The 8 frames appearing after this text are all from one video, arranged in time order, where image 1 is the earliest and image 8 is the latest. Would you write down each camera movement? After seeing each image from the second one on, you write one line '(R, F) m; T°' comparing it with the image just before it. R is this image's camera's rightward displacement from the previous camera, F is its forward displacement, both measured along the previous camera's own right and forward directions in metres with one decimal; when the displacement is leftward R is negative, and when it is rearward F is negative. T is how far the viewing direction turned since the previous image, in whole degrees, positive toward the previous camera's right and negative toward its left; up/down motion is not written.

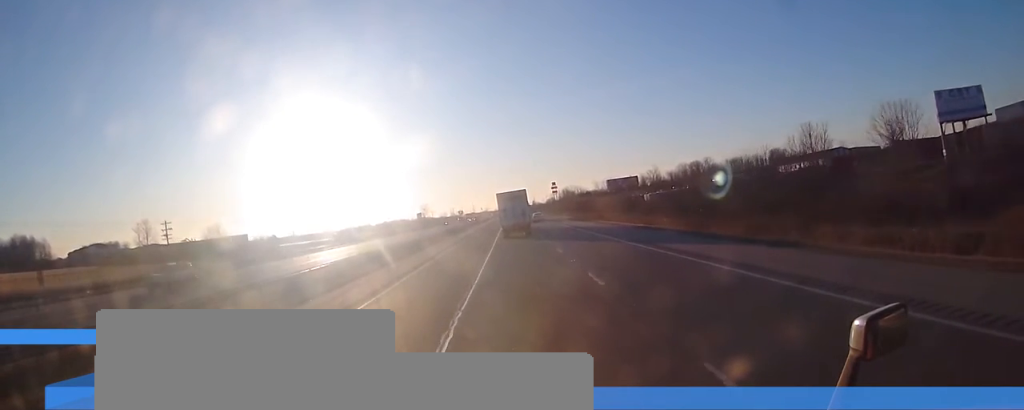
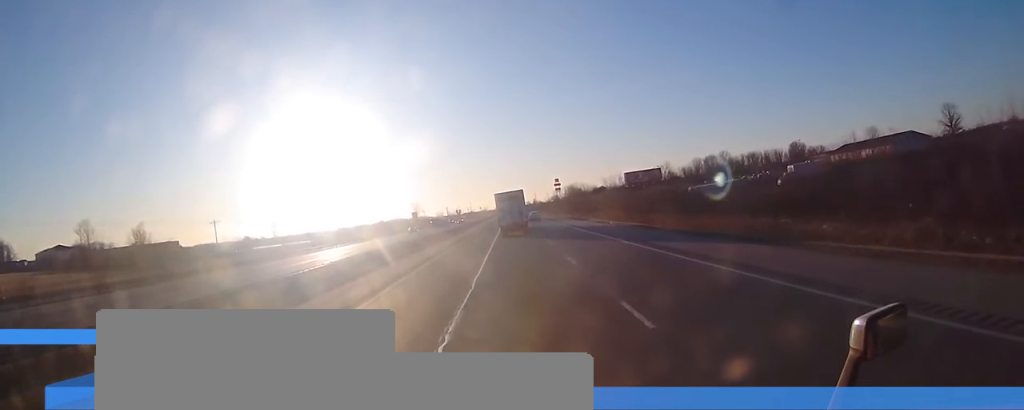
(+0.7, +41.3) m; 0°
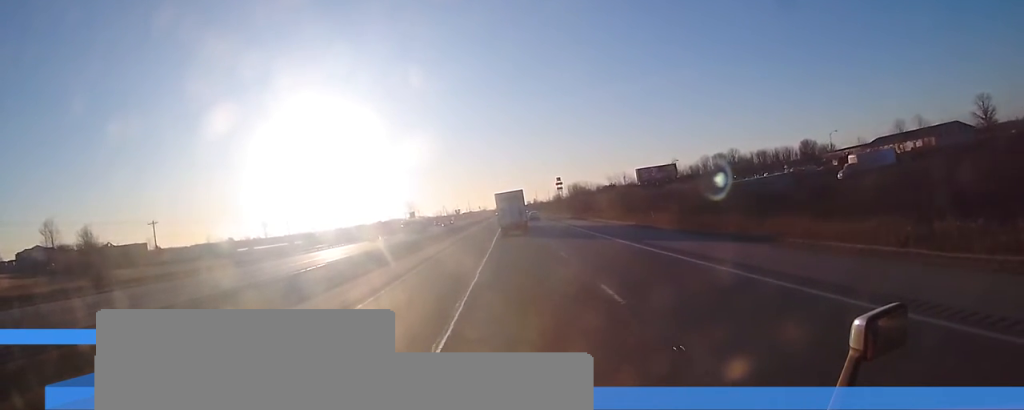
(-0.2, +21.3) m; -1°
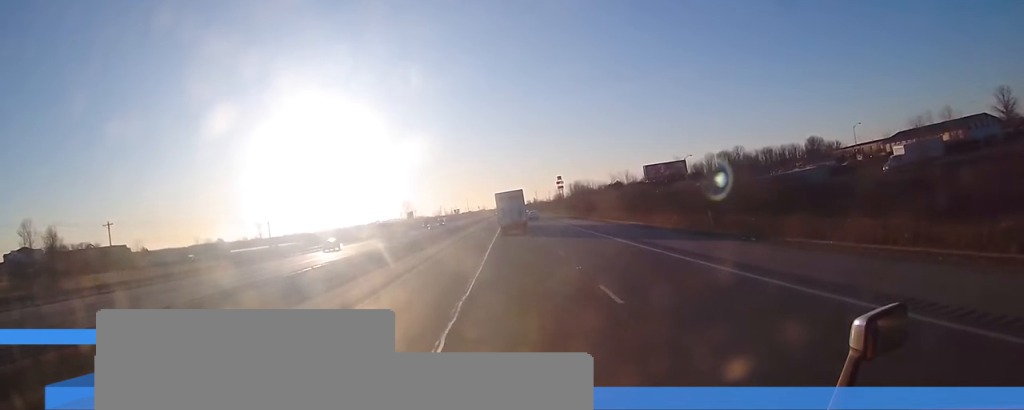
(-0.1, +12.1) m; 0°
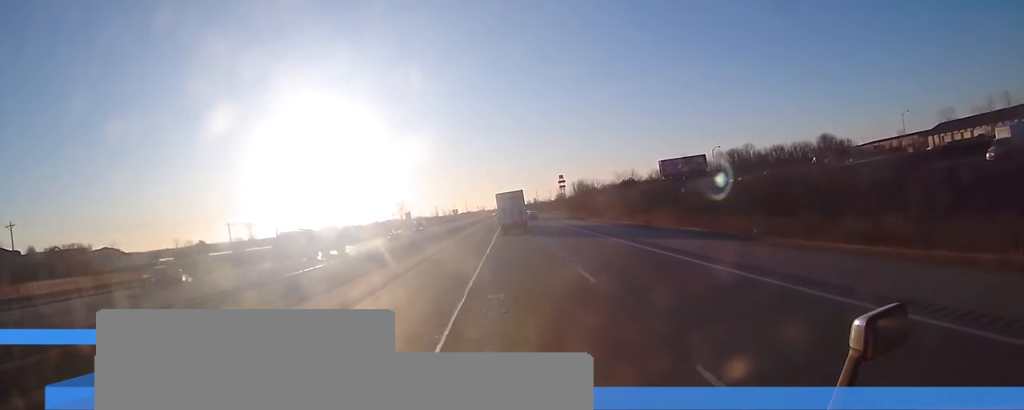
(0.0, +20.5) m; 0°
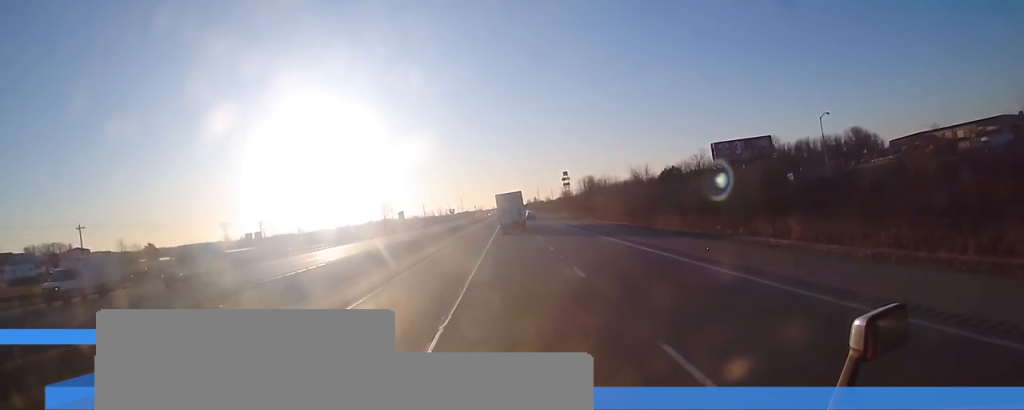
(-0.1, +46.9) m; -1°
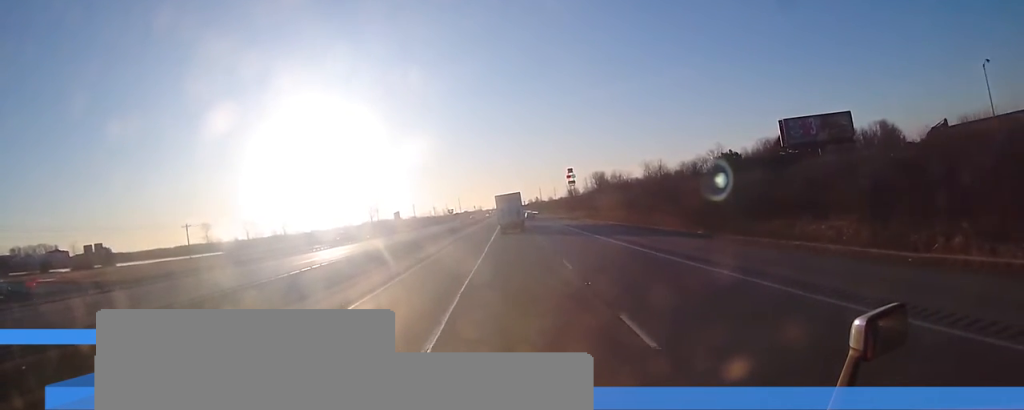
(+0.3, +33.3) m; 0°
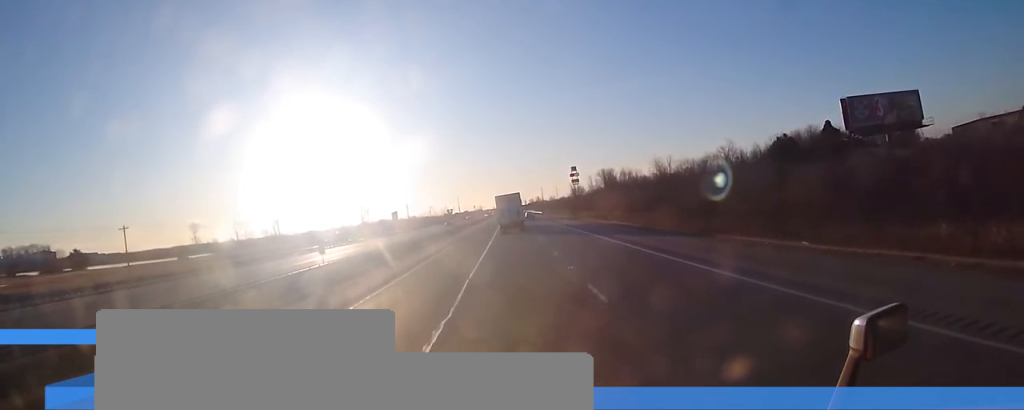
(0.0, +19.5) m; 0°
